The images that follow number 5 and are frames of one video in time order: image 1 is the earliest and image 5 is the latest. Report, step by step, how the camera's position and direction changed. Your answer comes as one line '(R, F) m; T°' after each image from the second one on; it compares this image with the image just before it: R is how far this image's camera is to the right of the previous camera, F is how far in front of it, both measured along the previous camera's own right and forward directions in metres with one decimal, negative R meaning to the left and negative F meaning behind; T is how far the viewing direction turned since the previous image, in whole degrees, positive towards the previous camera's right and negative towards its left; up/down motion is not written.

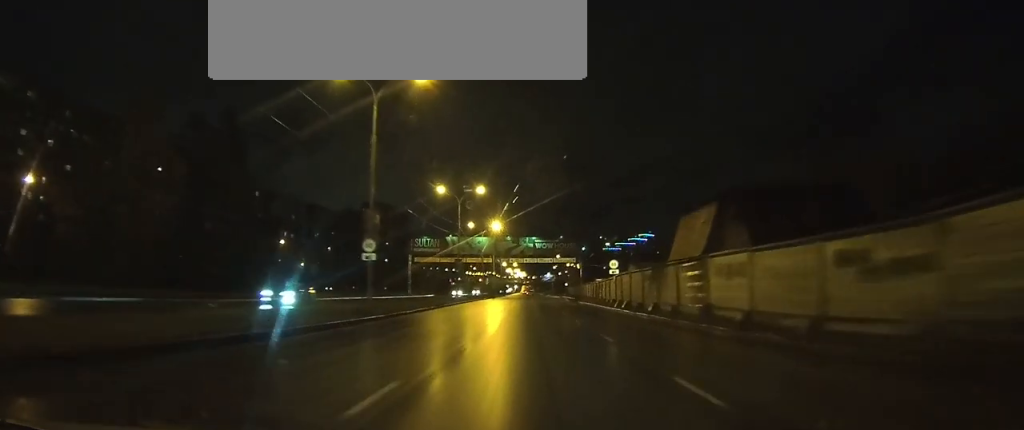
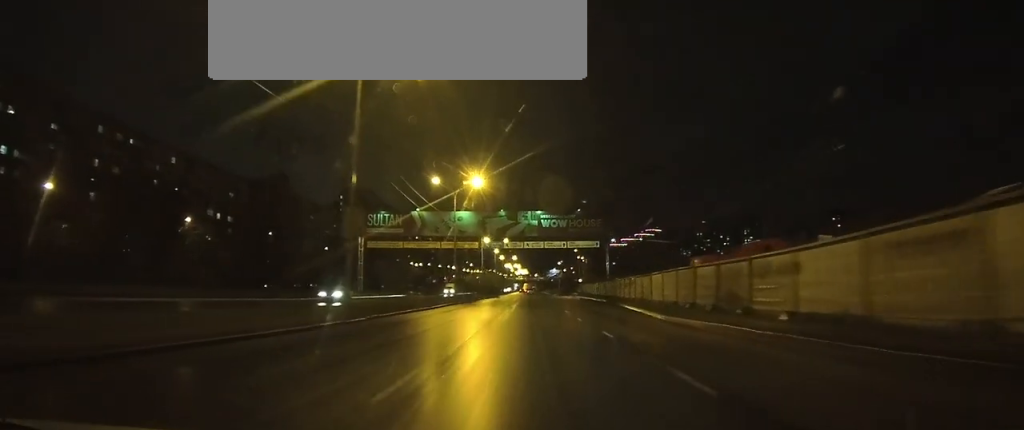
(0.0, +34.6) m; 0°
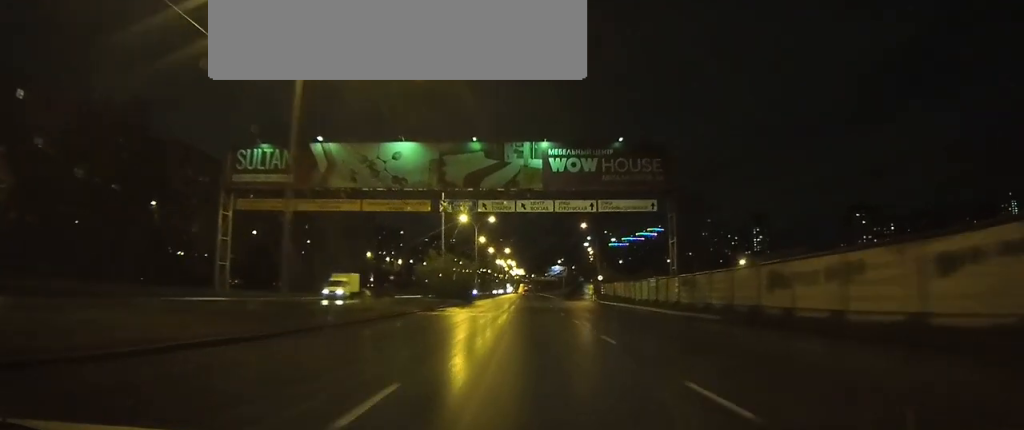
(-0.2, +39.9) m; 0°
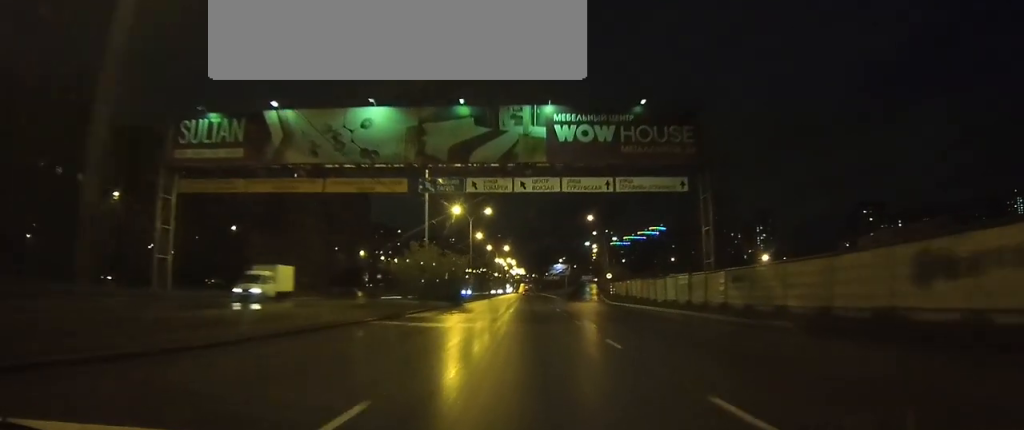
(0.0, +9.2) m; 0°
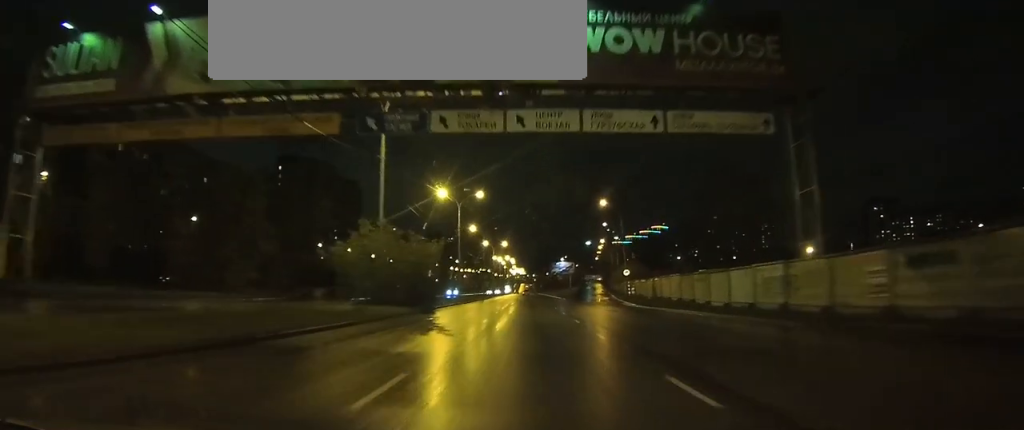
(0.0, +14.6) m; 0°
